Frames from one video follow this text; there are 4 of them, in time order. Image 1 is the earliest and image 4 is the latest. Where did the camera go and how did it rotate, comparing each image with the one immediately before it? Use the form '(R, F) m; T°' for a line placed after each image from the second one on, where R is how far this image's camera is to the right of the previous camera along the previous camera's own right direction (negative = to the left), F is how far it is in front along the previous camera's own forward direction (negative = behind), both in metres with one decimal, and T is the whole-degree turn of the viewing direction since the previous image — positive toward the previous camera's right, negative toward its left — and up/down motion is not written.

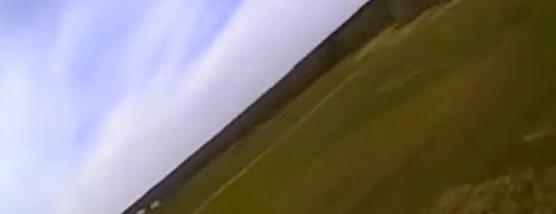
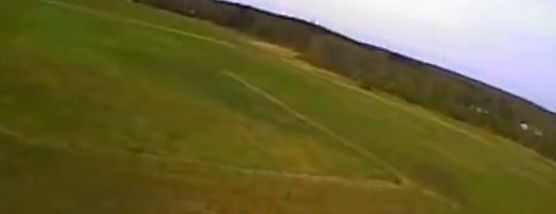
(+8.5, +32.7) m; +12°
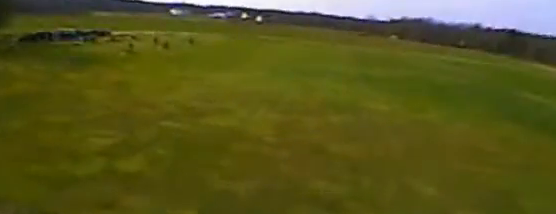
(-5.1, +24.4) m; -17°
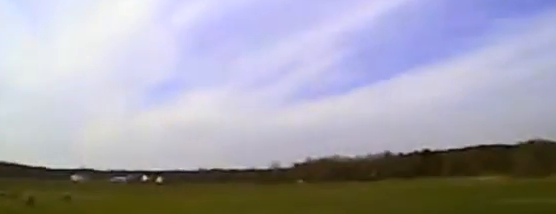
(-1.7, +23.4) m; -8°
